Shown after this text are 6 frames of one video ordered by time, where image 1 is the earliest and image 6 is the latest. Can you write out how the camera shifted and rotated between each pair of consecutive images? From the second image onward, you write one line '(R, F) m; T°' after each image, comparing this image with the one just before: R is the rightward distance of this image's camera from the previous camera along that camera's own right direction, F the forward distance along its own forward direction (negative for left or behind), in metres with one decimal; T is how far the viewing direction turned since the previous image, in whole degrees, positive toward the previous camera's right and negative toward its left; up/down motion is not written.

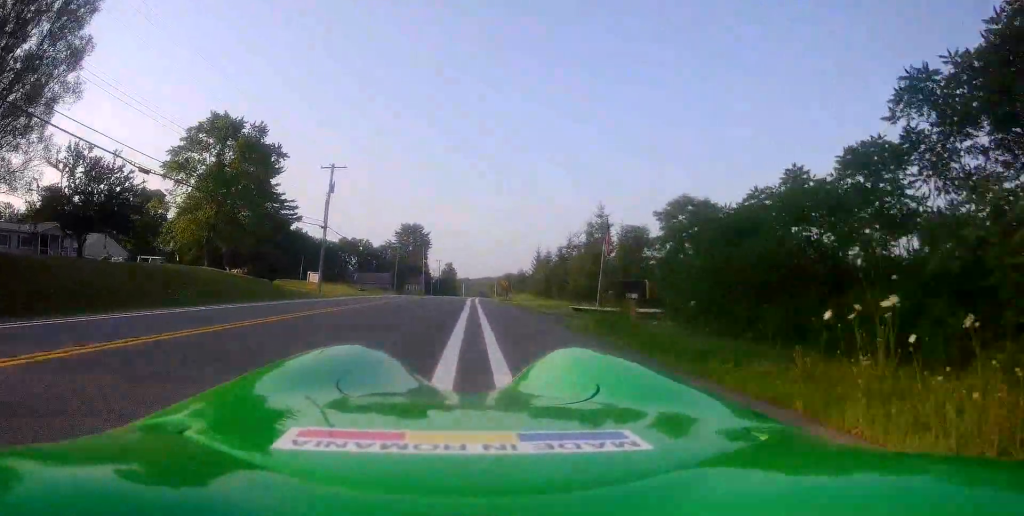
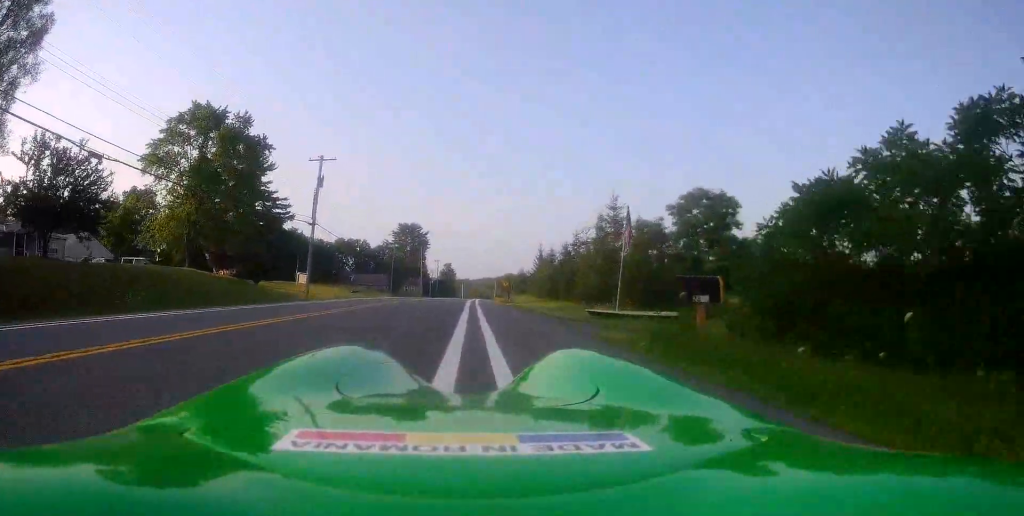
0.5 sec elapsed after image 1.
(0.0, +3.7) m; 0°
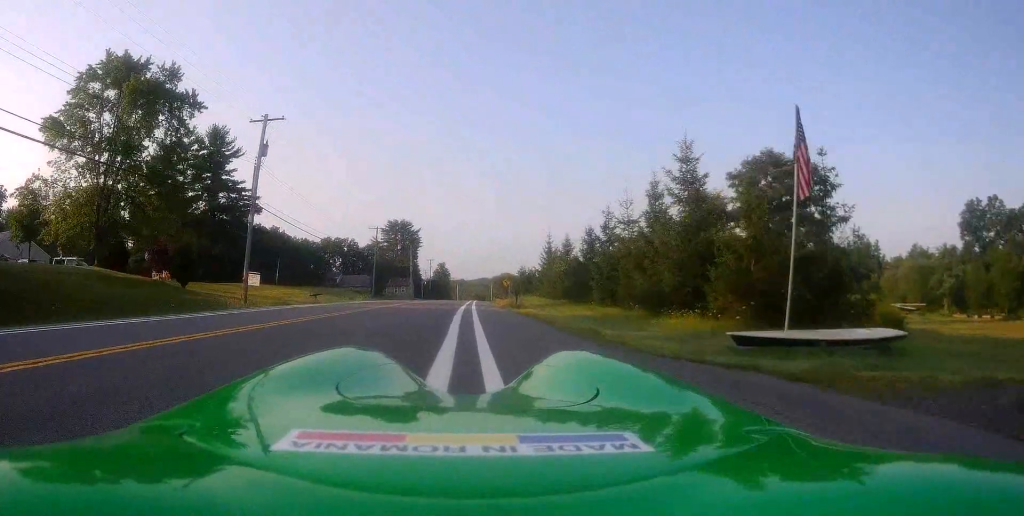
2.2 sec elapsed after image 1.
(0.0, +13.0) m; -2°
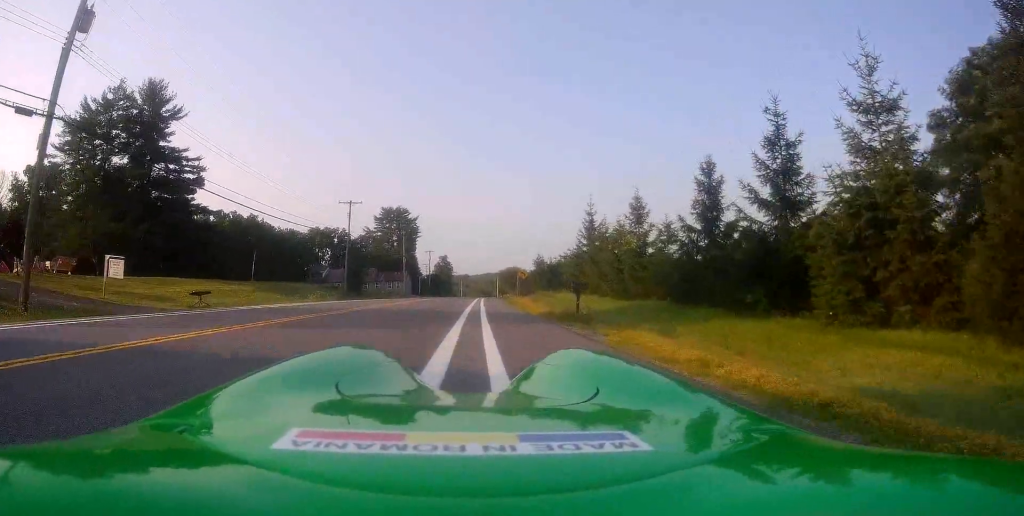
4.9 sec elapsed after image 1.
(-0.3, +20.0) m; -1°
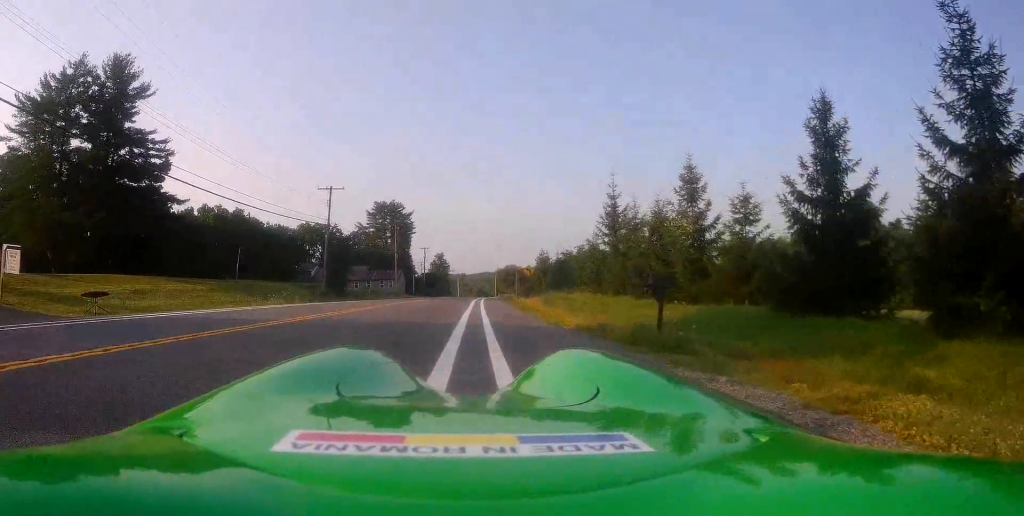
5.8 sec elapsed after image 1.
(-0.1, +7.8) m; +1°
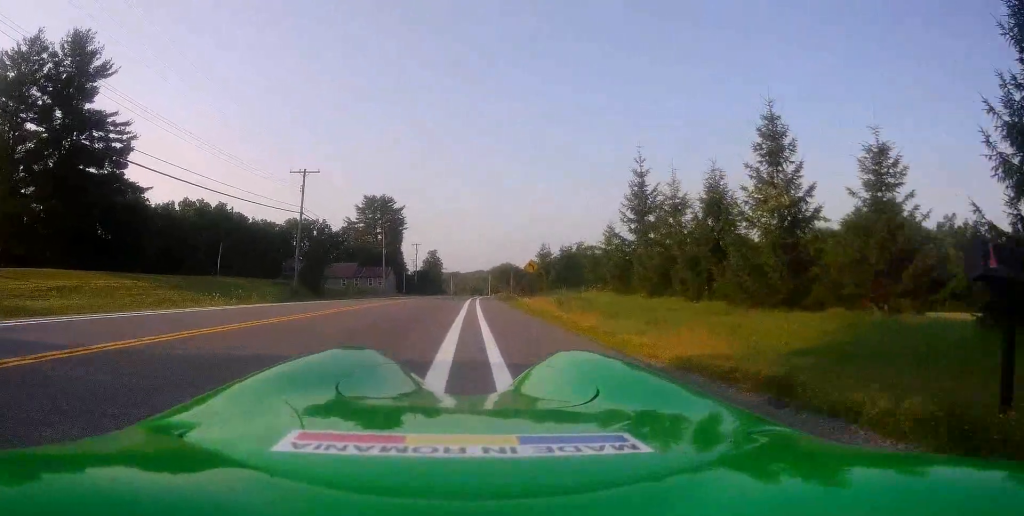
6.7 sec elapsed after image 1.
(+0.2, +7.2) m; +2°
